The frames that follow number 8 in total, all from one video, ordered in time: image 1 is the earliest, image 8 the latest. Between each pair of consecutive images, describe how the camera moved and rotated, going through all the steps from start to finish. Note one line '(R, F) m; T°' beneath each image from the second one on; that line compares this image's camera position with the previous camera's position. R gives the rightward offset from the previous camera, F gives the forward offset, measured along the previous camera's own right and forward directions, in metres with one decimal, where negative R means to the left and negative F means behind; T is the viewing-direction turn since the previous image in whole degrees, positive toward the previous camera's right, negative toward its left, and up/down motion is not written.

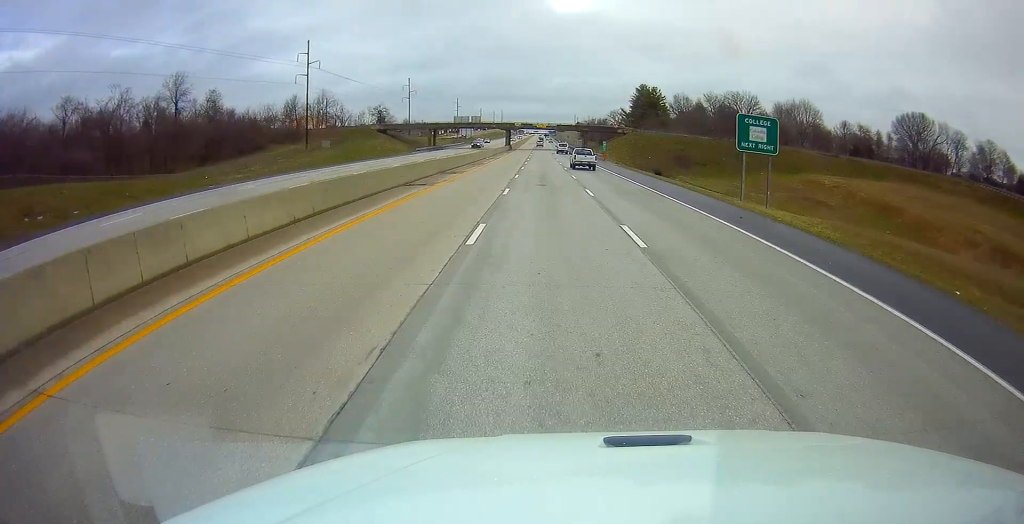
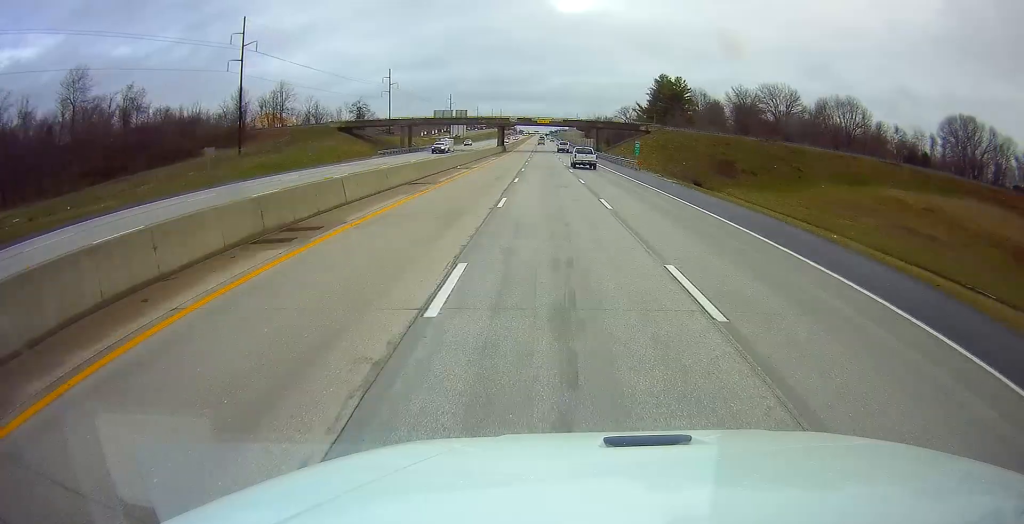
(-0.1, +29.5) m; 0°
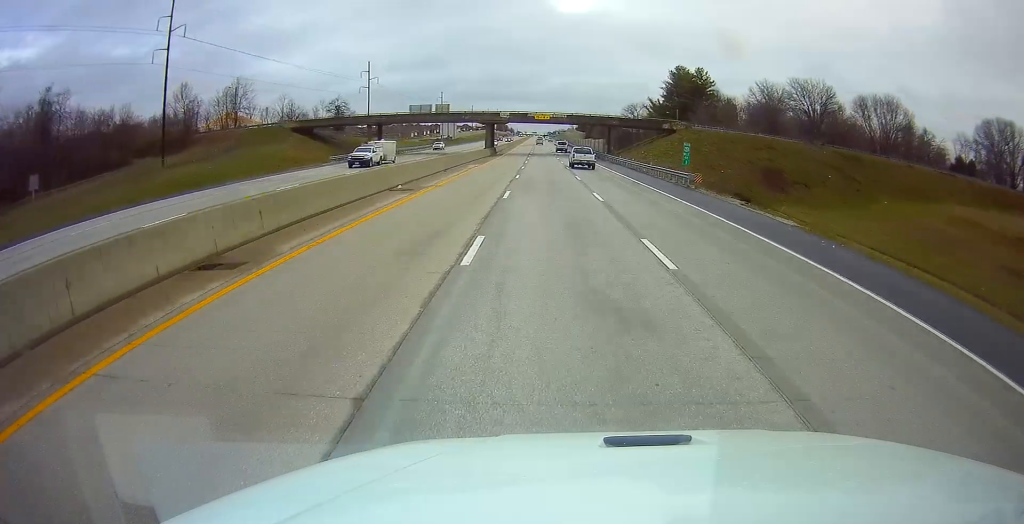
(0.0, +21.3) m; 0°
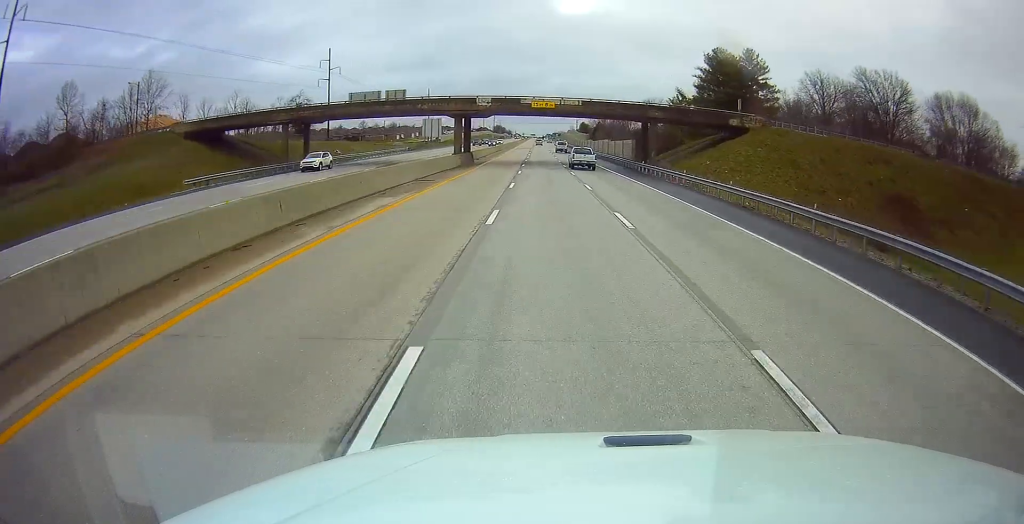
(0.0, +31.5) m; 0°
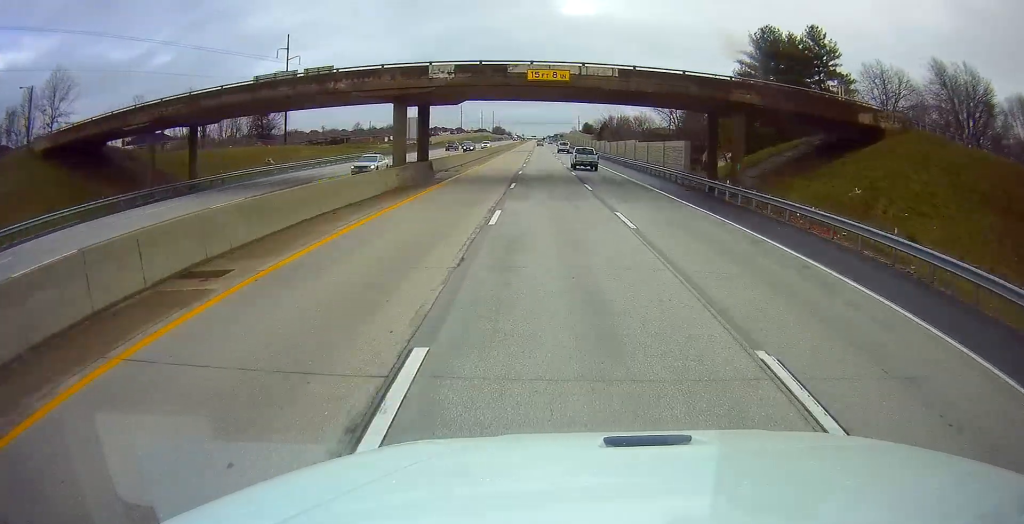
(0.0, +24.4) m; 0°
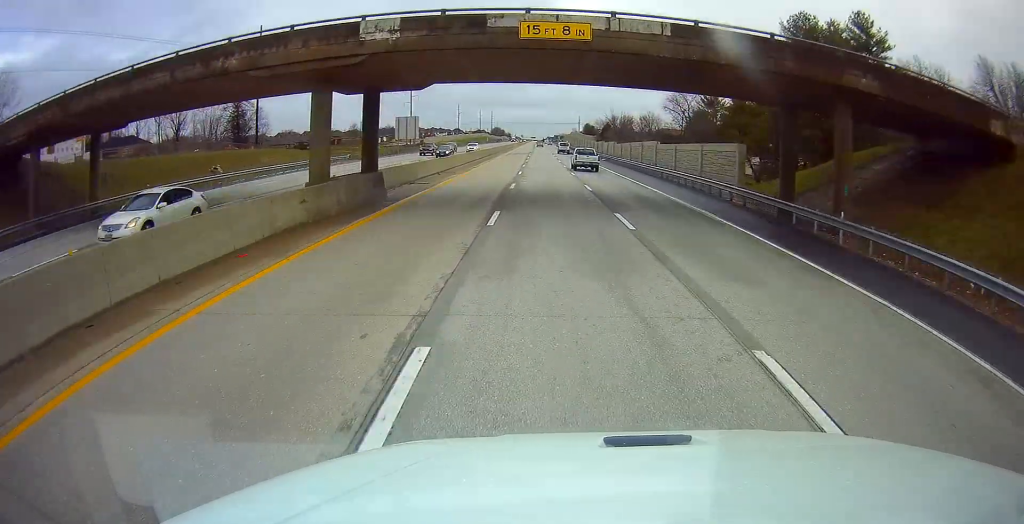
(-0.1, +12.2) m; +1°
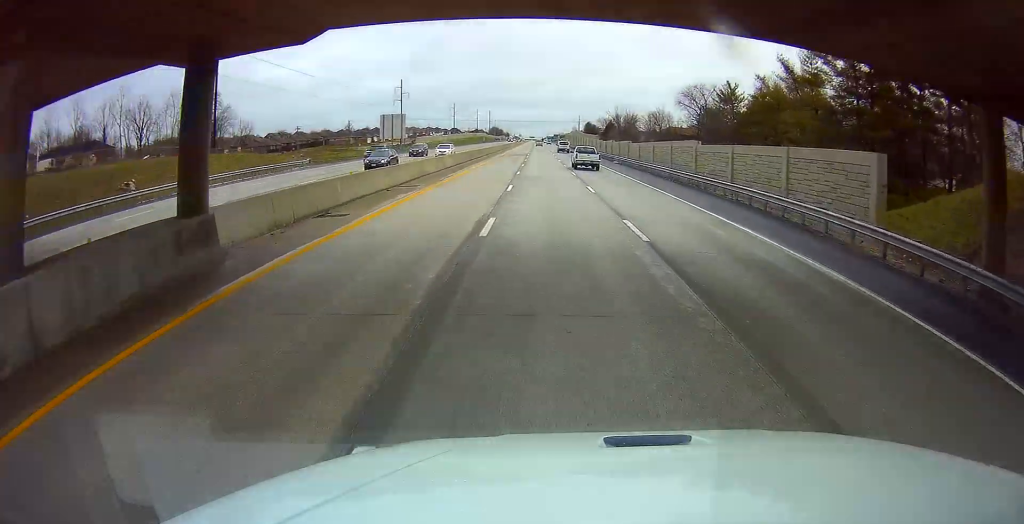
(0.0, +14.3) m; 0°
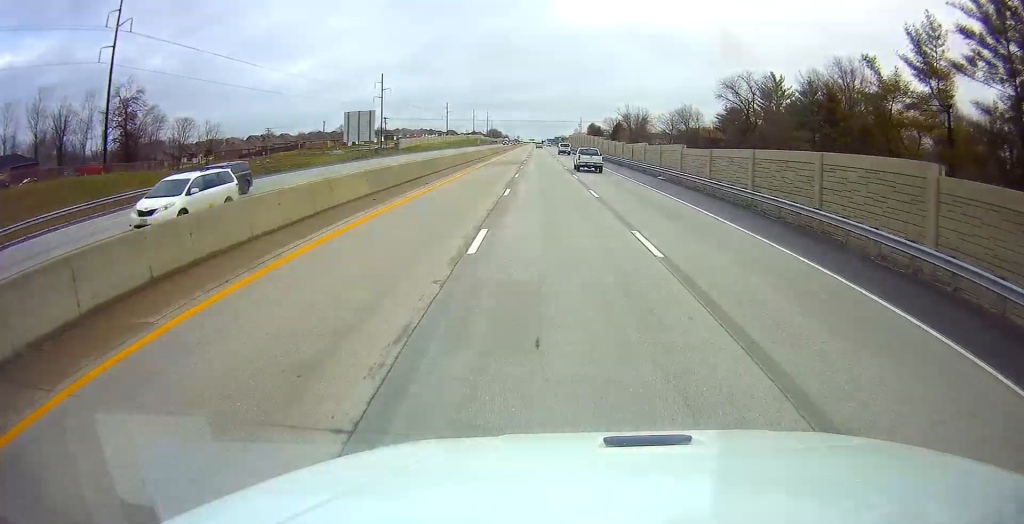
(+0.5, +26.4) m; 0°
